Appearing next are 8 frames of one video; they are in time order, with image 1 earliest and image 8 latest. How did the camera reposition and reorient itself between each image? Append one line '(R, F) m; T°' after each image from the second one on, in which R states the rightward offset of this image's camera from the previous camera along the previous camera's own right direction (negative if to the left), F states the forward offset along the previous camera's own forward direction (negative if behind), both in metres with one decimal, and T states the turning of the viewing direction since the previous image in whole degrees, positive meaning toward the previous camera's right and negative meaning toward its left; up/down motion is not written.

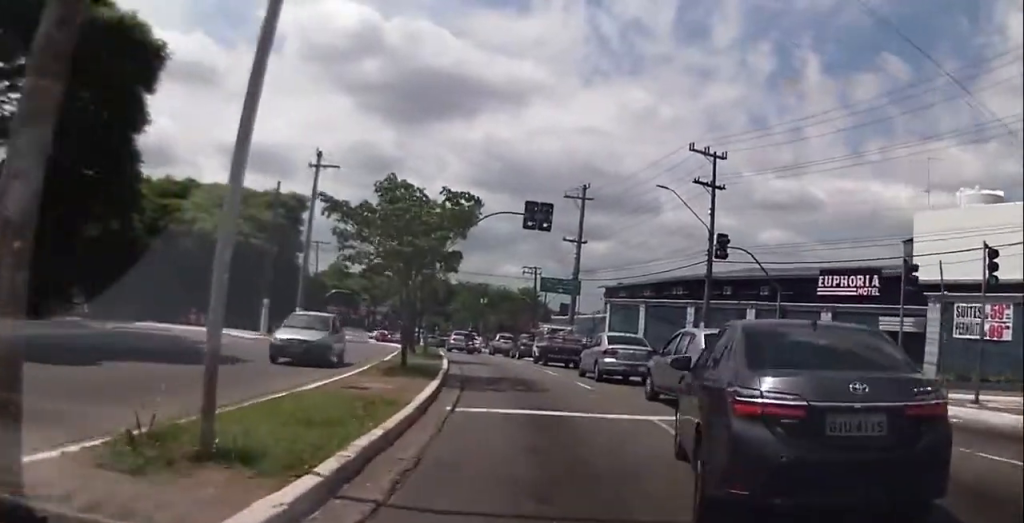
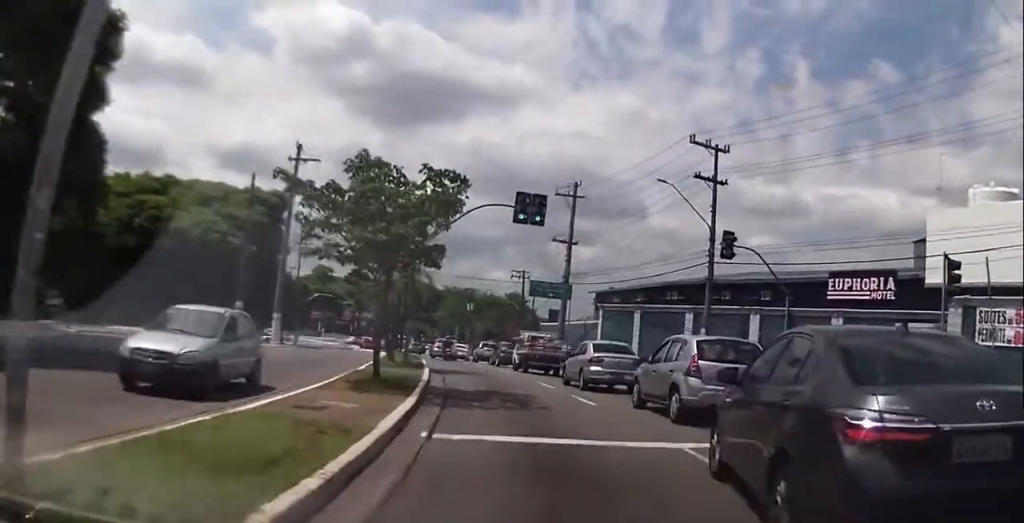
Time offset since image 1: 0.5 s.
(-0.2, +2.4) m; -3°
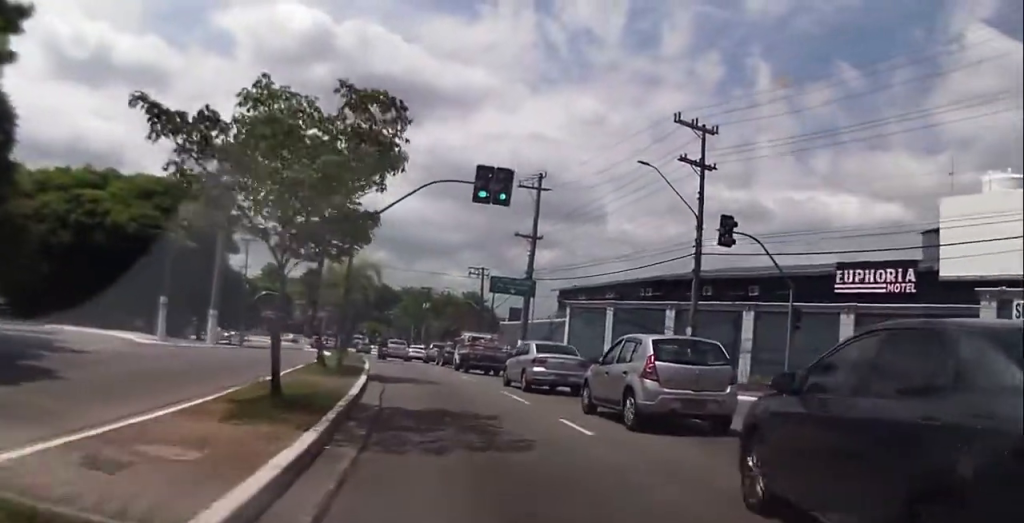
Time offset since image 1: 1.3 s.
(+0.1, +4.6) m; +5°
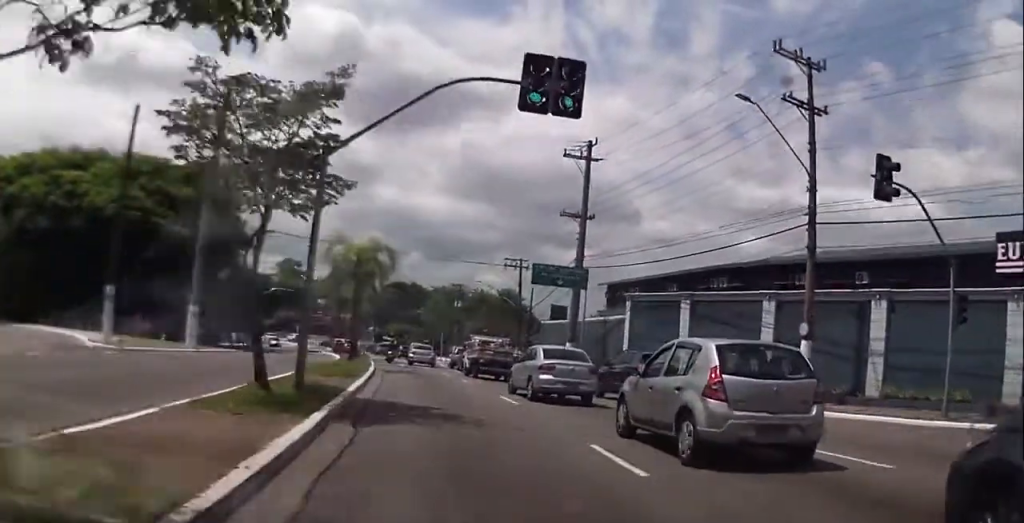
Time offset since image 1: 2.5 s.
(+0.6, +7.8) m; +2°
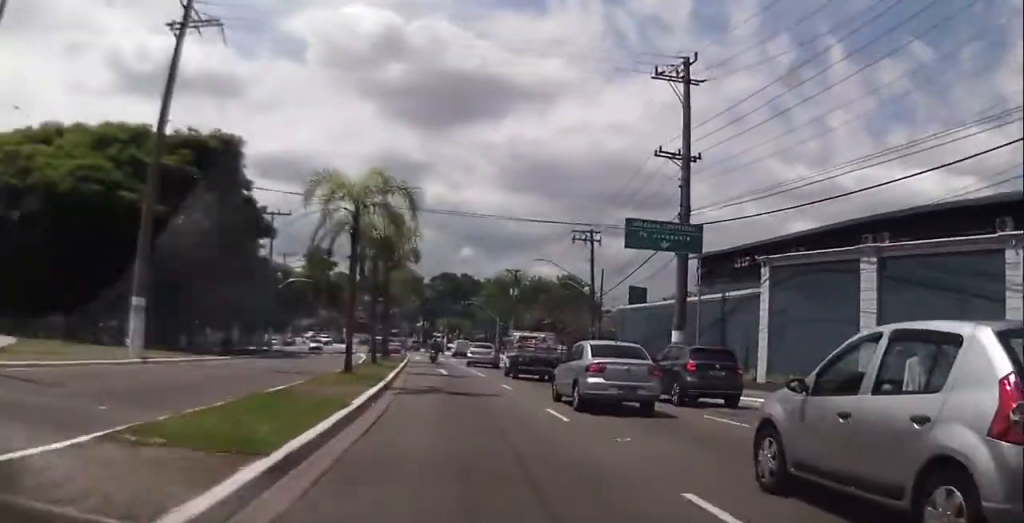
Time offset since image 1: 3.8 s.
(-0.7, +11.2) m; -6°
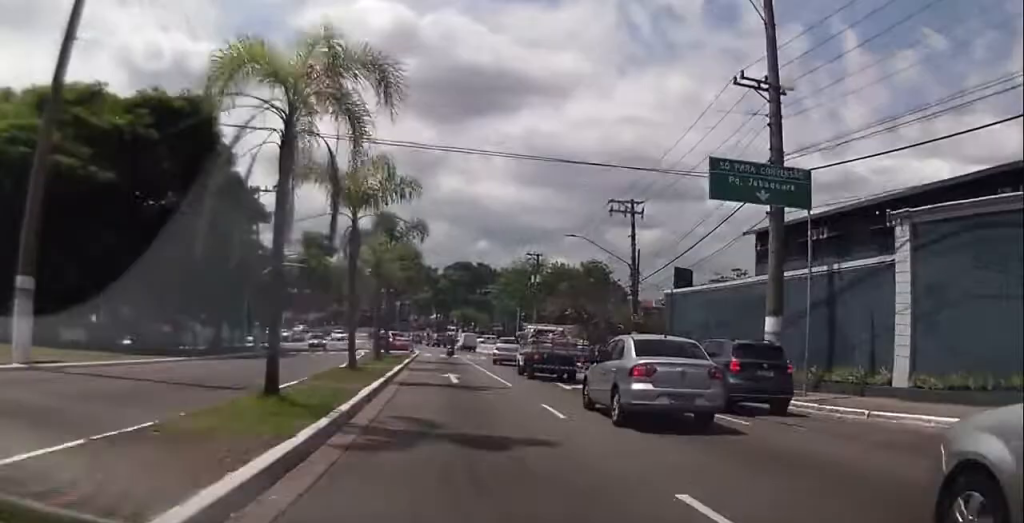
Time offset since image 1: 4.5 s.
(-0.2, +7.6) m; -2°
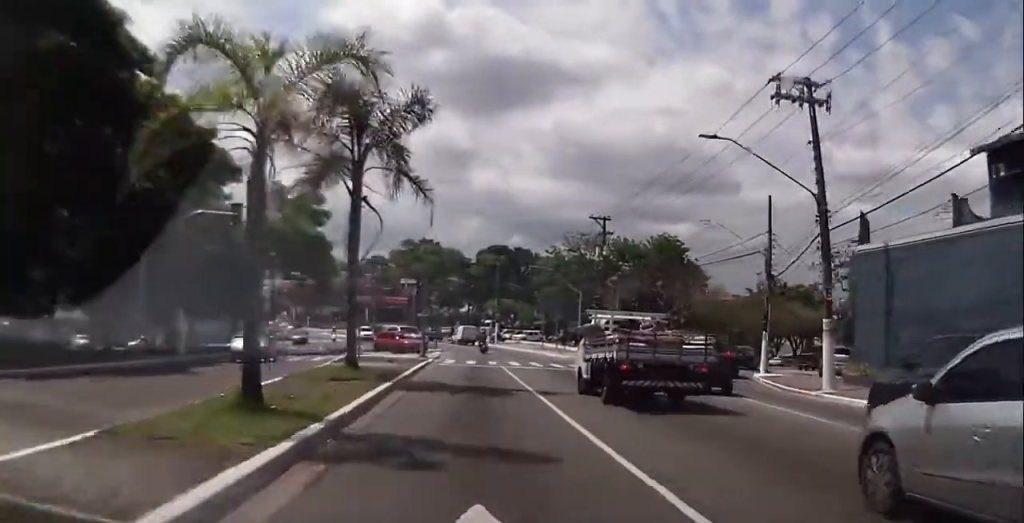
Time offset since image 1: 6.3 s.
(-0.6, +18.9) m; -2°
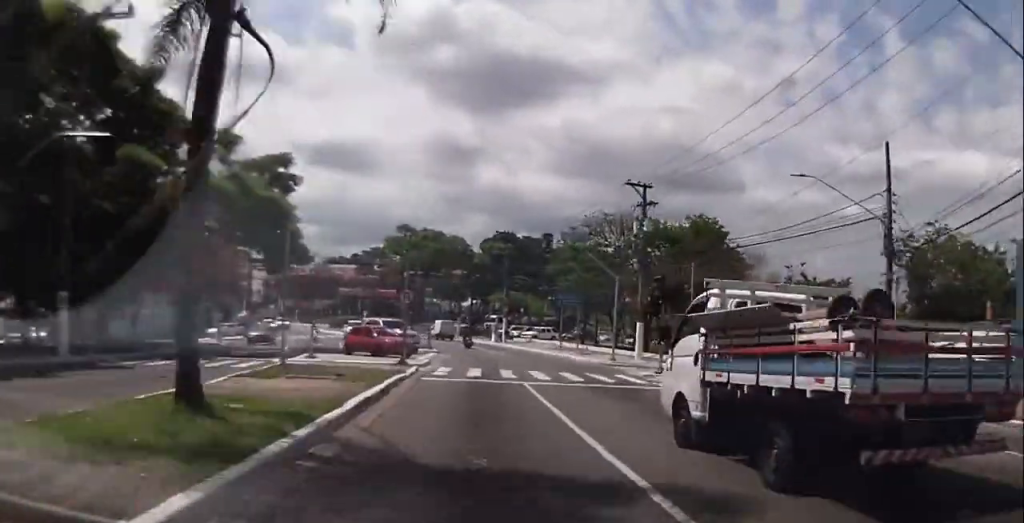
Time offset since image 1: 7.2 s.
(+0.2, +10.9) m; 0°
